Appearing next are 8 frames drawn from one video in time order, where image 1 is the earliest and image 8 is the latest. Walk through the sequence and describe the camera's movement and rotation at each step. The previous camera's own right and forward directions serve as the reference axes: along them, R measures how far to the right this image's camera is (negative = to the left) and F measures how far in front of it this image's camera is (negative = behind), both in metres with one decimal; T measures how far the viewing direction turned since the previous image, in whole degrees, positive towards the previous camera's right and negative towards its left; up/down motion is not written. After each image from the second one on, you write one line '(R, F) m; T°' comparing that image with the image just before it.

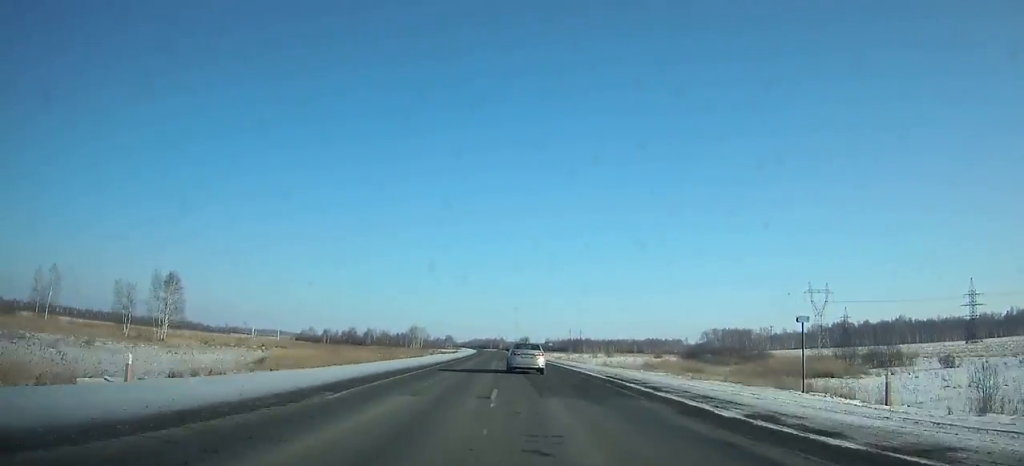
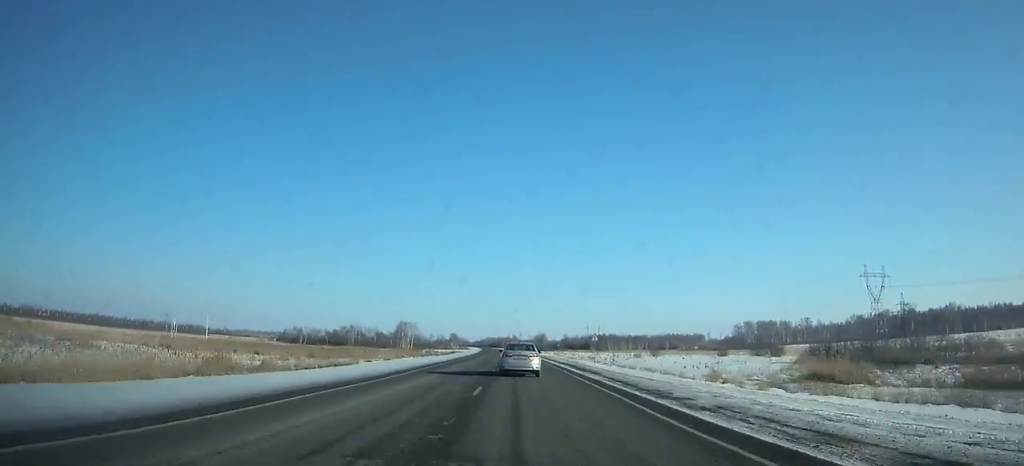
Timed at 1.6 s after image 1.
(-0.4, +44.9) m; -1°
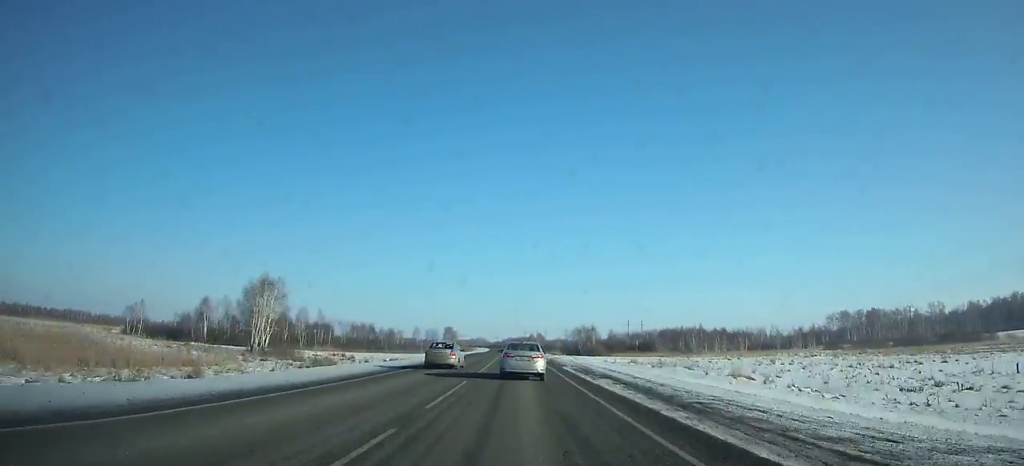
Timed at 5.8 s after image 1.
(-2.8, +116.1) m; -2°
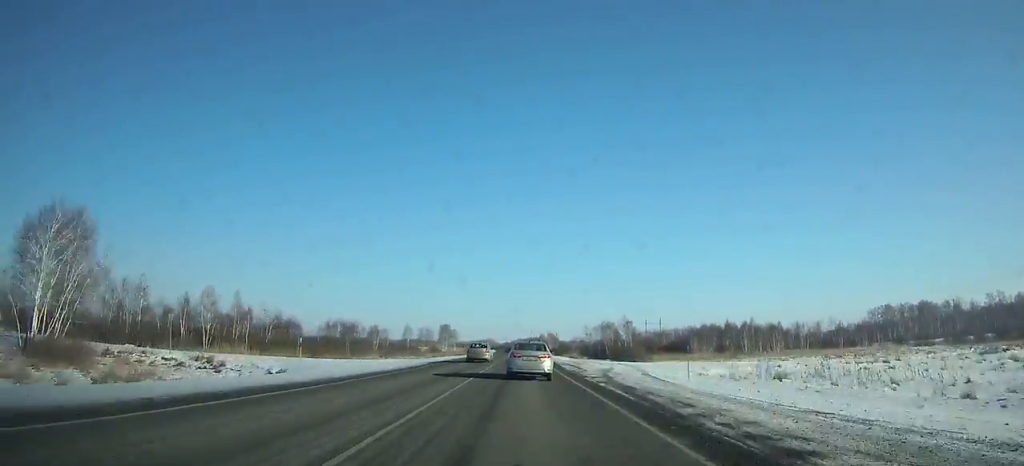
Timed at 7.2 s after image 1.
(-0.2, +38.2) m; -1°
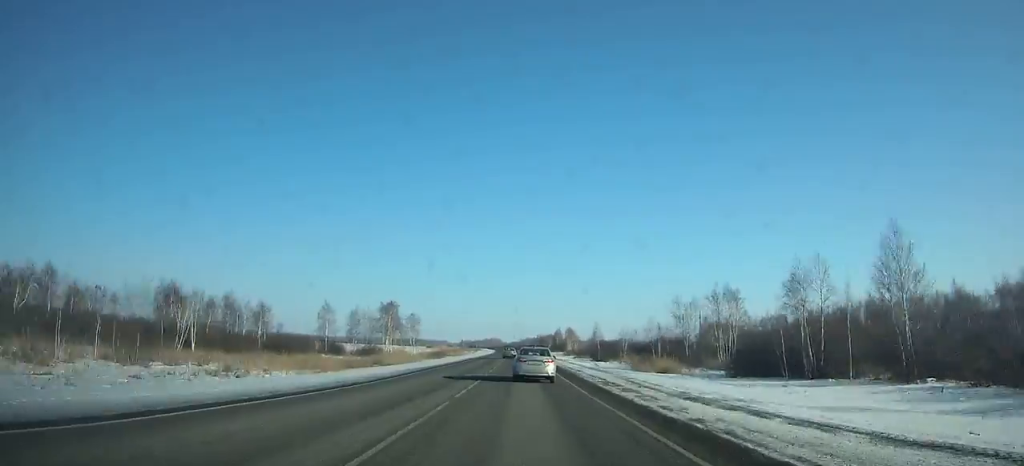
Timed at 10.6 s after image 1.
(-0.9, +92.5) m; -1°
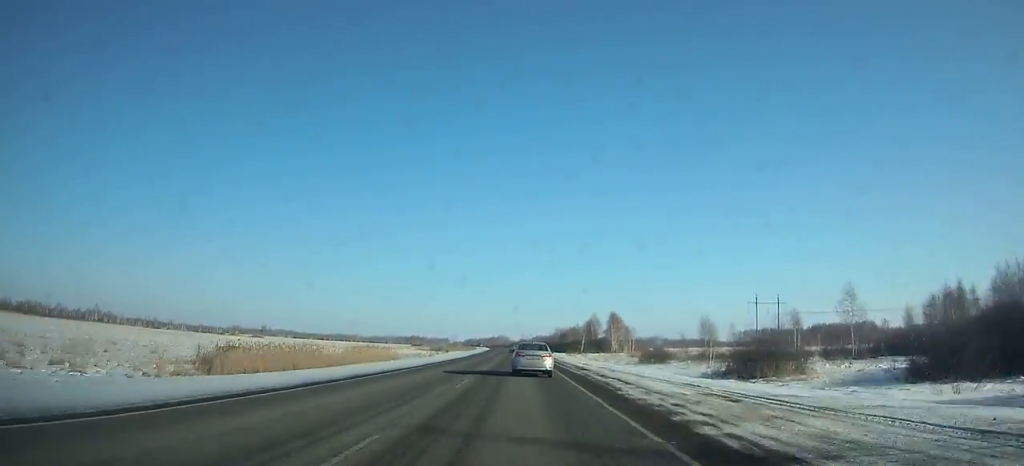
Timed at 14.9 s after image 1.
(-1.0, +117.5) m; -1°
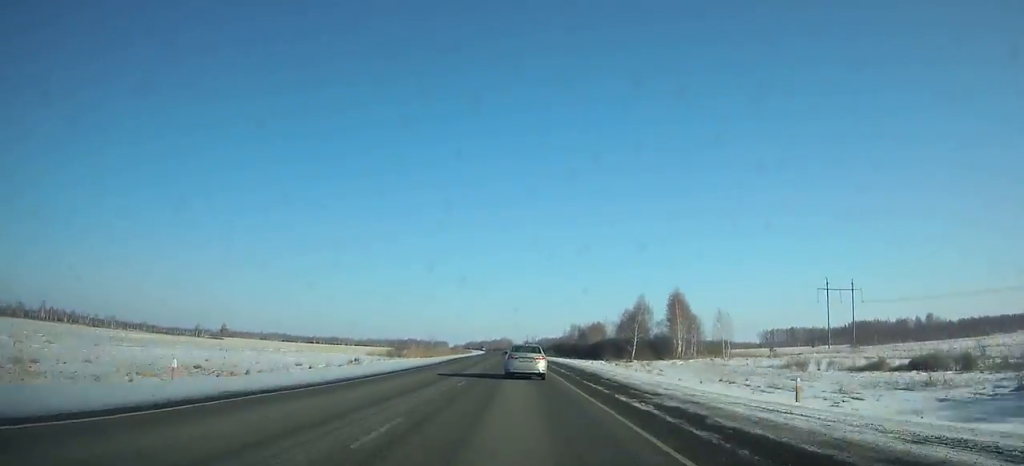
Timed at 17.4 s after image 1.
(-0.2, +68.7) m; -1°
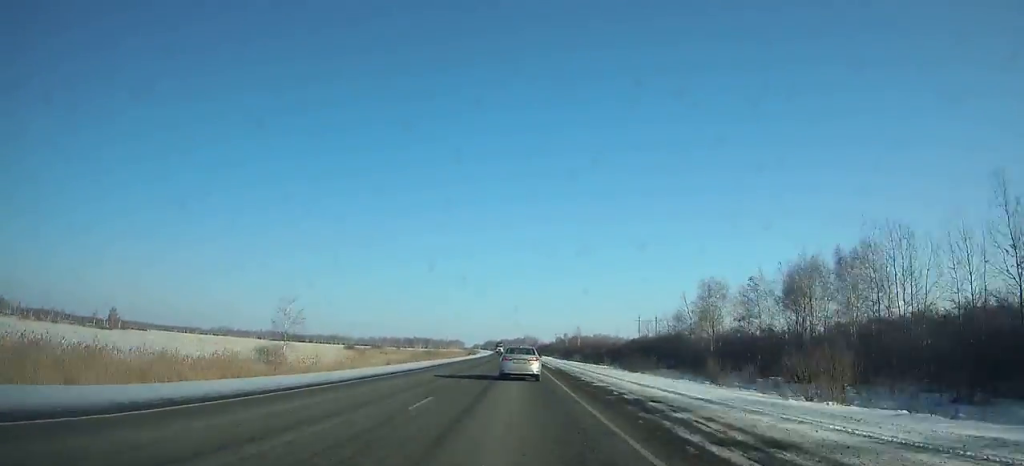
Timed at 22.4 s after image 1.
(-2.4, +137.2) m; -2°
